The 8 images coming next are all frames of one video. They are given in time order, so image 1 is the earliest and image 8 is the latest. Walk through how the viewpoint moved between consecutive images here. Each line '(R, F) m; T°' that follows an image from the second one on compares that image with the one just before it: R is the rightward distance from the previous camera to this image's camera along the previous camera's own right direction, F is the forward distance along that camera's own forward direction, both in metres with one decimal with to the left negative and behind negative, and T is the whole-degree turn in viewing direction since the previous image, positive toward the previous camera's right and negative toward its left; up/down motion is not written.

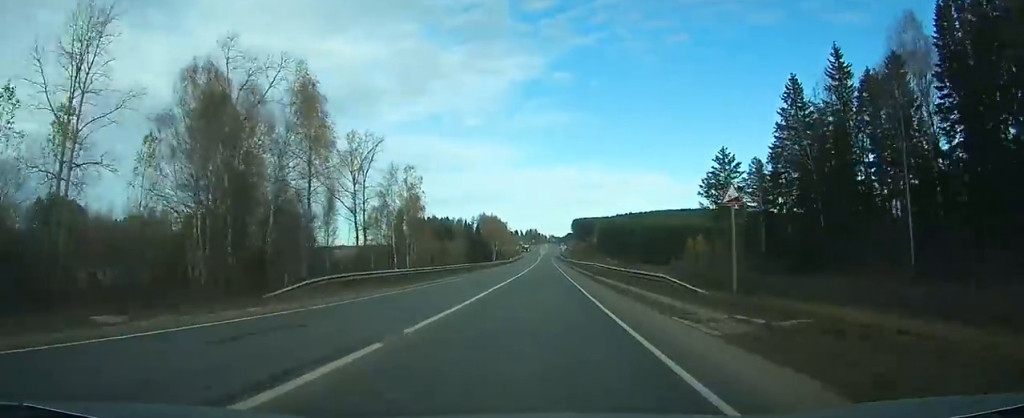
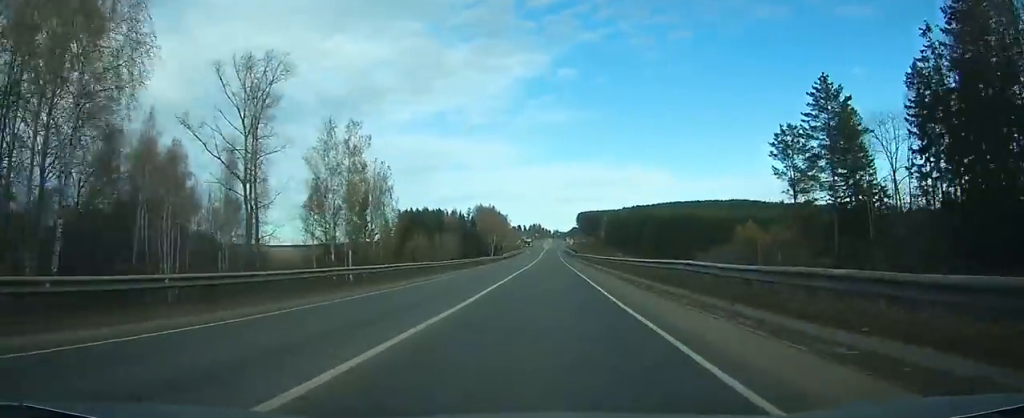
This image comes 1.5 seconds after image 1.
(-0.1, +31.6) m; 0°
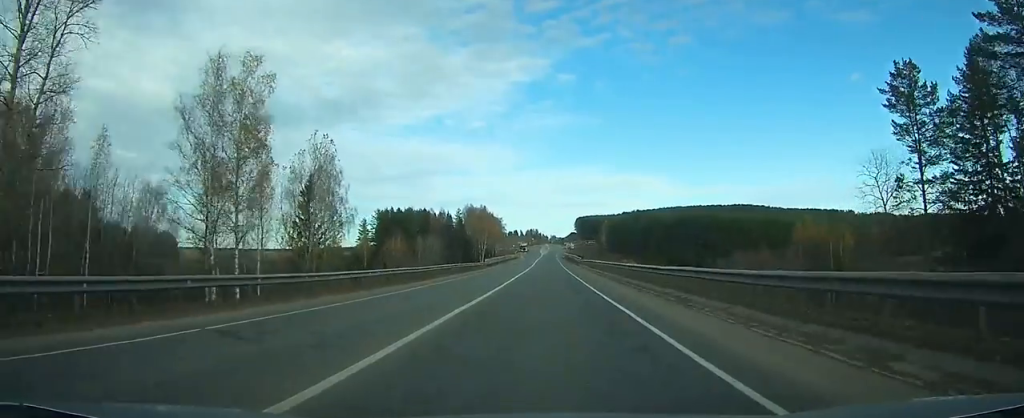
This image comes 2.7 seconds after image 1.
(-0.1, +25.6) m; 0°
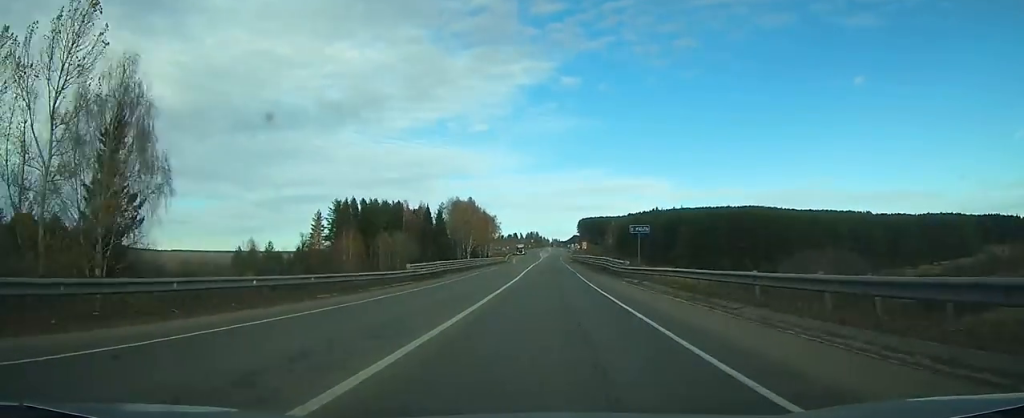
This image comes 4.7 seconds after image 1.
(+0.2, +43.6) m; 0°
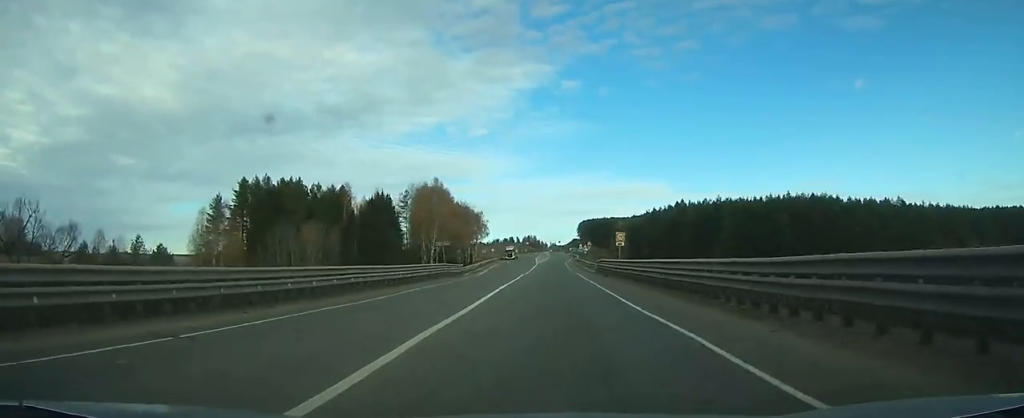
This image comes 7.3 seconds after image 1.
(0.0, +55.7) m; 0°
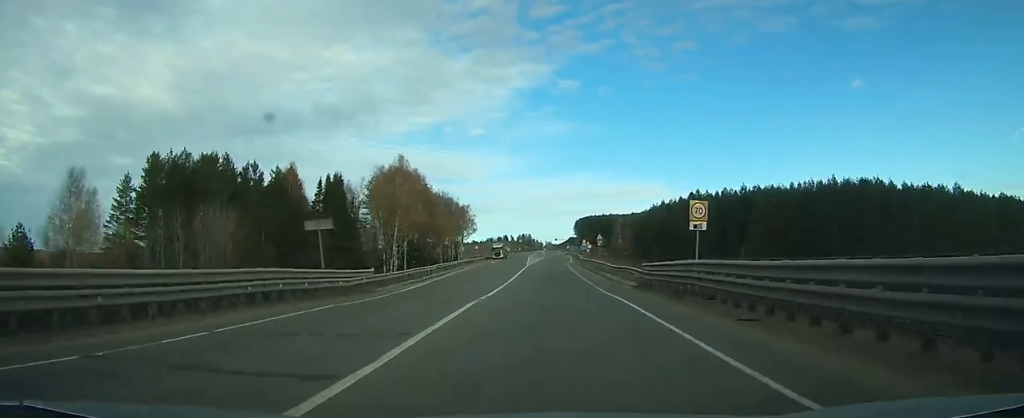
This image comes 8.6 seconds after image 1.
(-0.1, +31.3) m; 0°
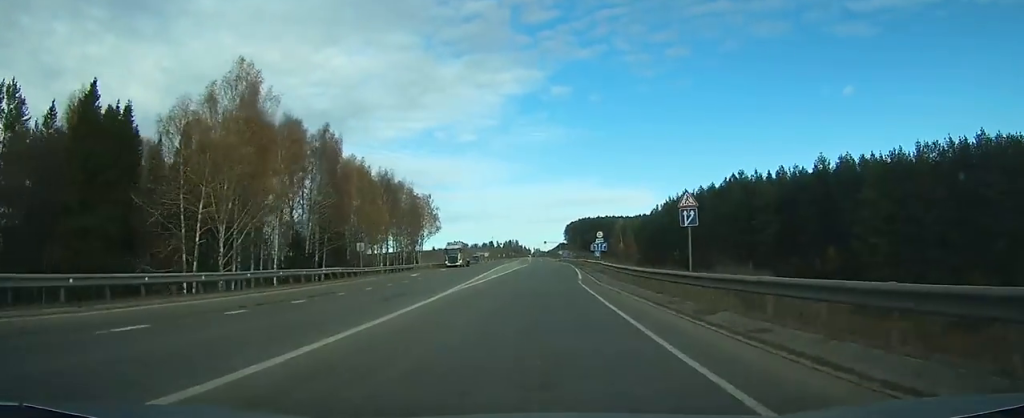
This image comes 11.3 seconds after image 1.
(+0.3, +59.4) m; 0°
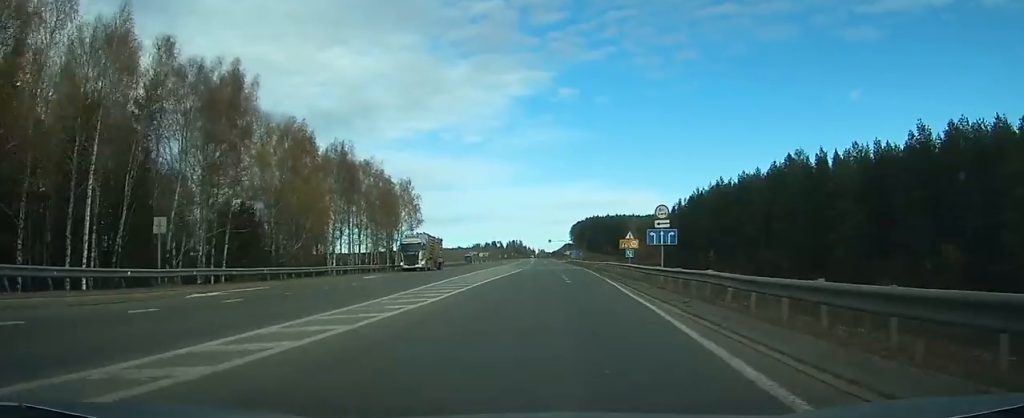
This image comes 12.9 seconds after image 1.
(0.0, +31.9) m; 0°
